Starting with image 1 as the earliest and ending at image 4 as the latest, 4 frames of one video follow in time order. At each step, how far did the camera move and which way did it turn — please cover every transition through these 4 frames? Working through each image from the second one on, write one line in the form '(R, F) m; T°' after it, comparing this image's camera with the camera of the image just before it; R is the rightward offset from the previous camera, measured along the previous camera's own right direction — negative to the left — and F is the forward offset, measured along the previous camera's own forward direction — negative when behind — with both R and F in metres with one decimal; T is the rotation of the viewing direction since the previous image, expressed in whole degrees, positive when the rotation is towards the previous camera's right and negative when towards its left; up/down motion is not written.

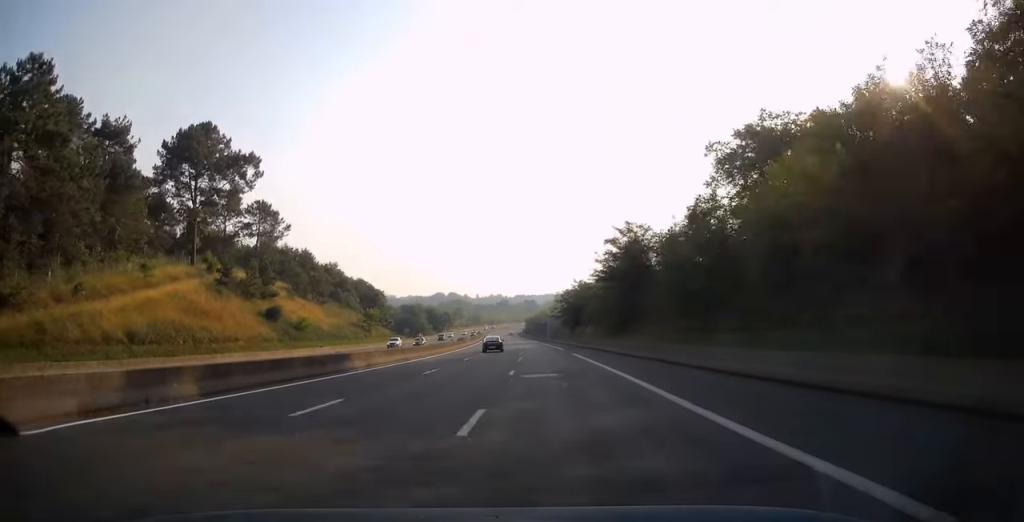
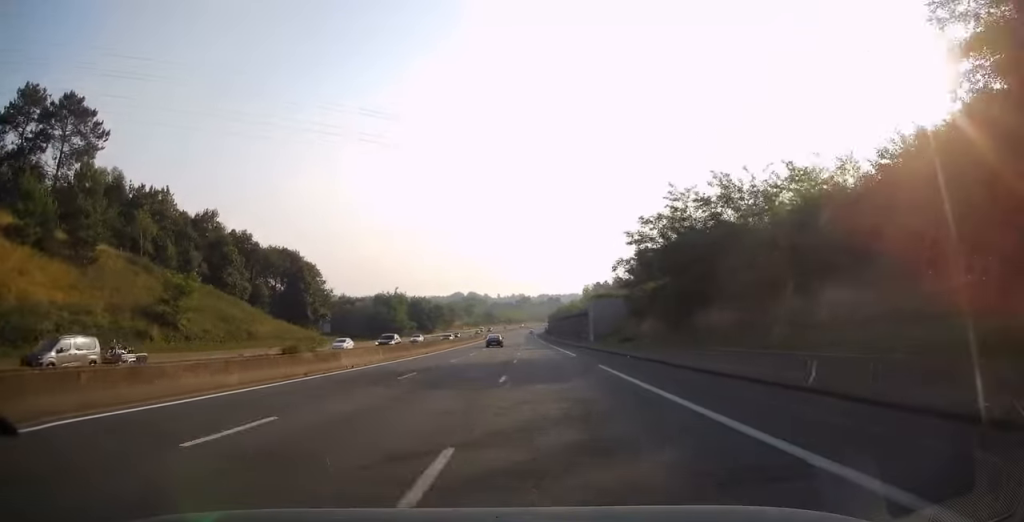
(-1.5, +69.1) m; -2°
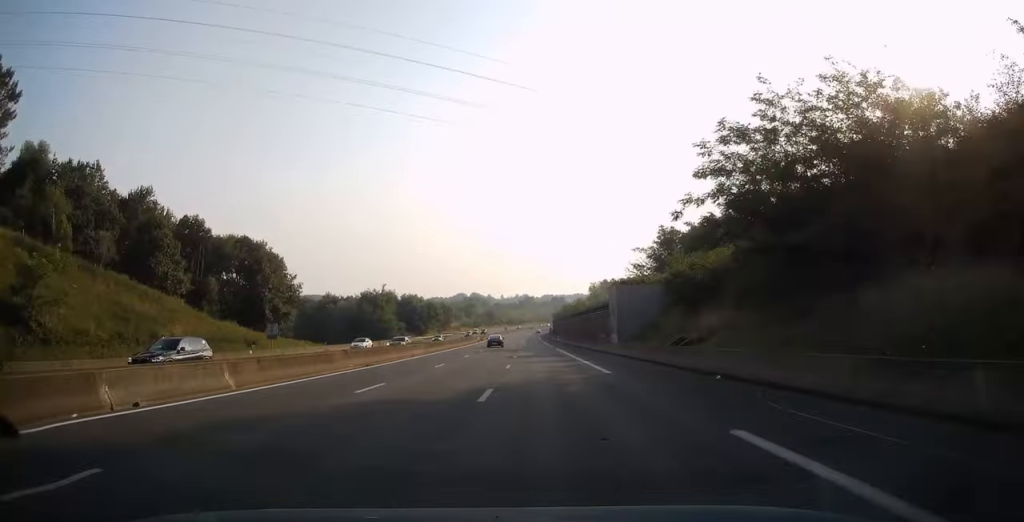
(-0.1, +17.7) m; 0°
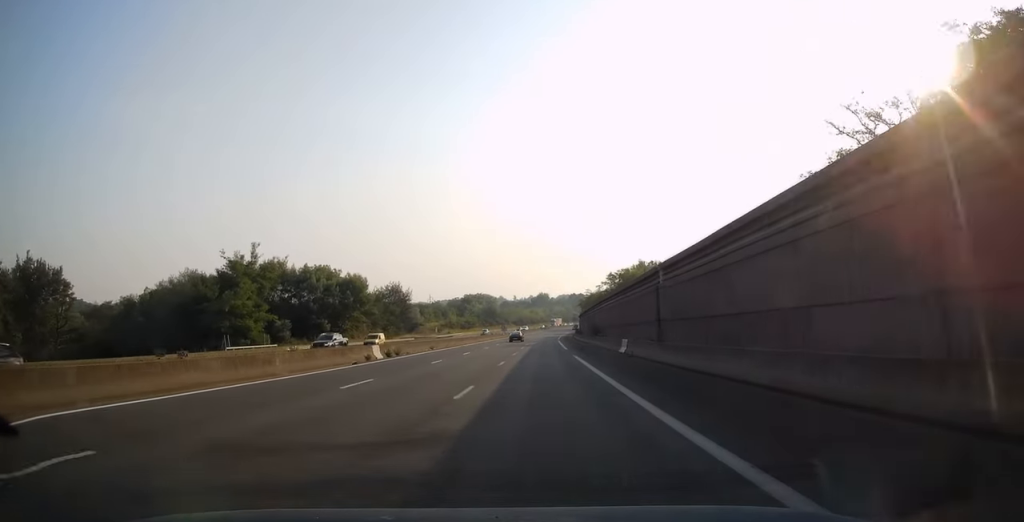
(-0.8, +77.9) m; -1°
